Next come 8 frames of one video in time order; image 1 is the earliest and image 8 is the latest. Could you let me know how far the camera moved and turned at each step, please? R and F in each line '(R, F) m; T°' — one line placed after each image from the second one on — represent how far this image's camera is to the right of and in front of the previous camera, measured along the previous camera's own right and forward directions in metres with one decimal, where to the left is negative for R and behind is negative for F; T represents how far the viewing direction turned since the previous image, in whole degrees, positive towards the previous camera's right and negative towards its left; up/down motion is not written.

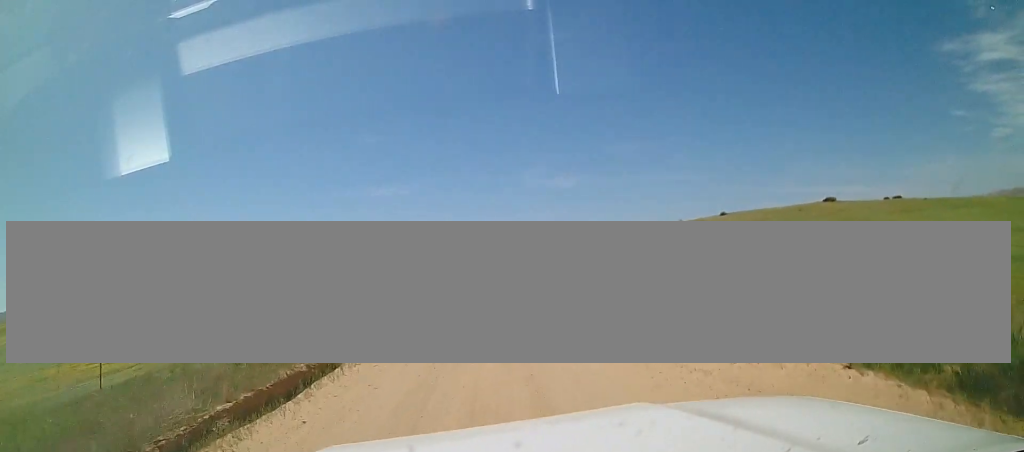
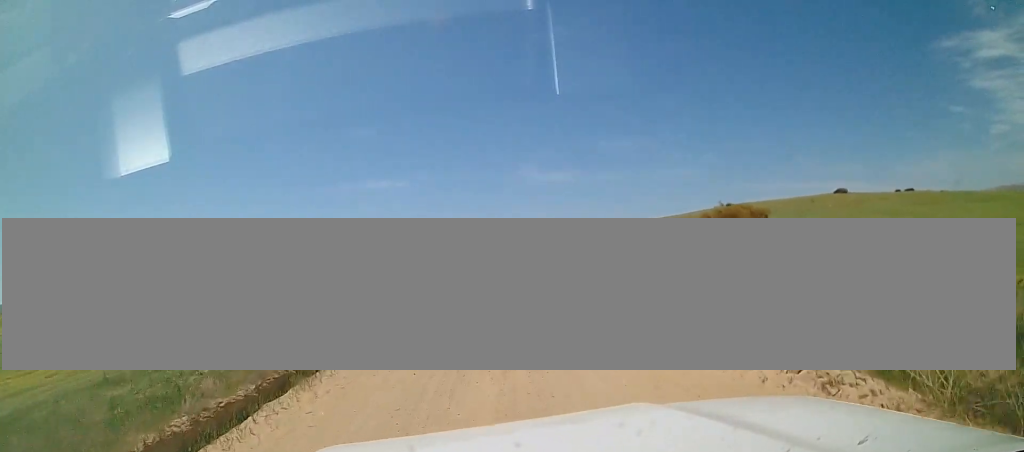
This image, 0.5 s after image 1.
(0.0, +4.1) m; 0°
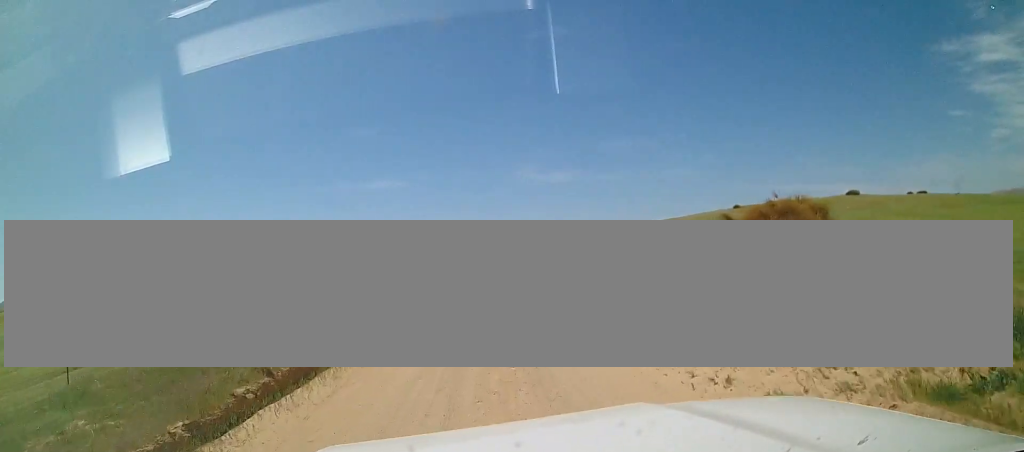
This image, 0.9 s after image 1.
(0.0, +3.5) m; 0°
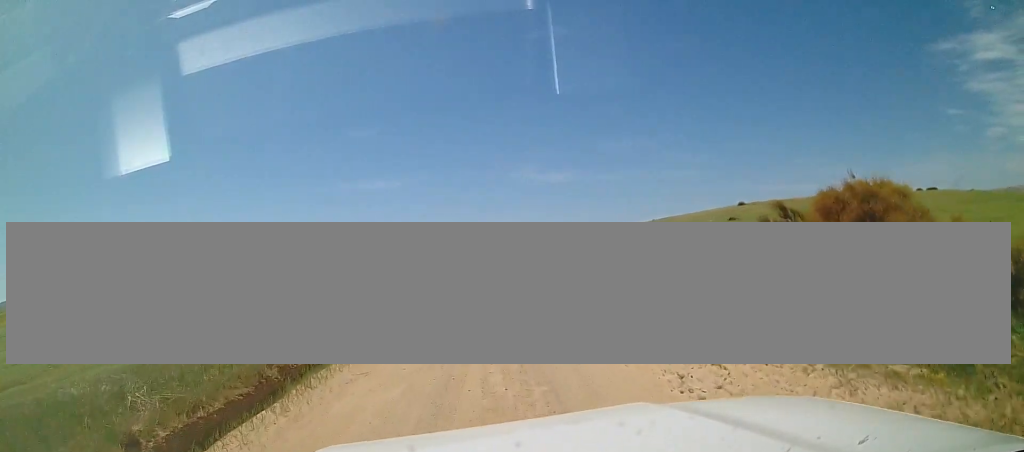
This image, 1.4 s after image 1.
(0.0, +3.4) m; +1°
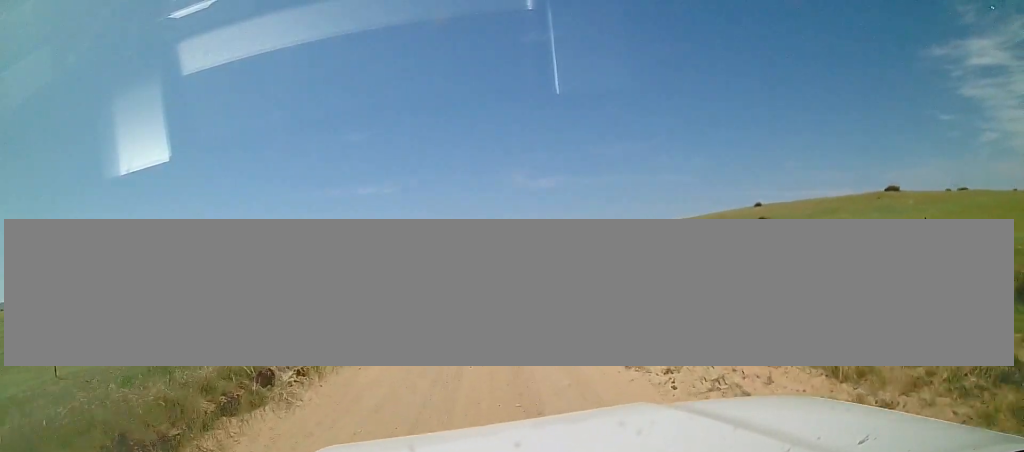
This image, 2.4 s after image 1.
(+0.2, +8.6) m; +2°
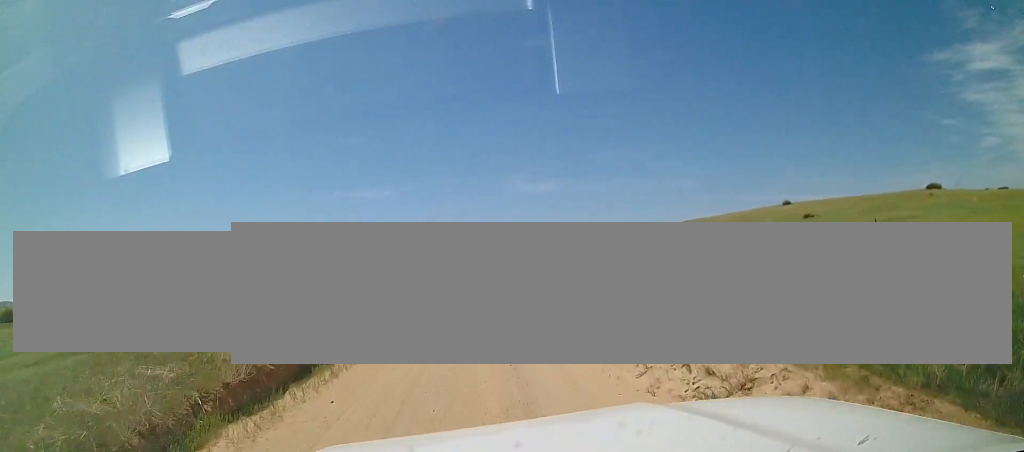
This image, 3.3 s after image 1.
(+0.1, +7.6) m; 0°
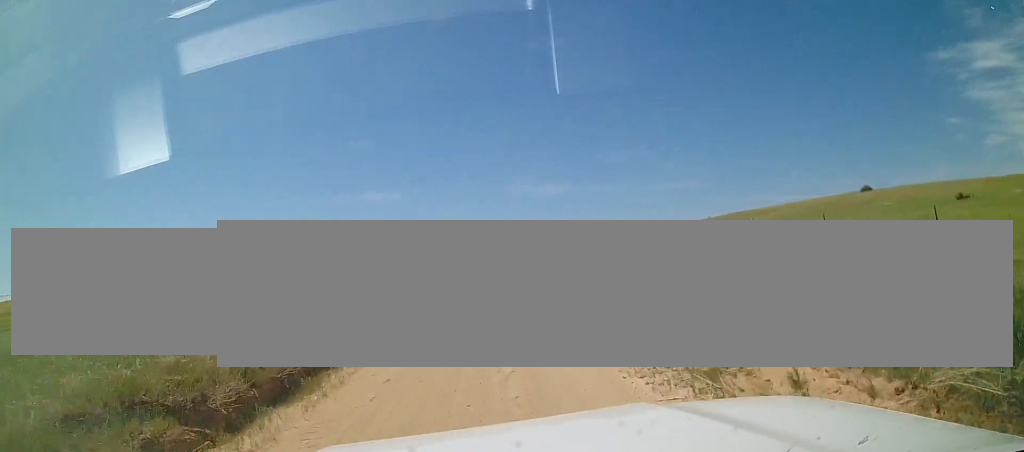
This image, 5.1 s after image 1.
(+0.3, +16.2) m; +3°
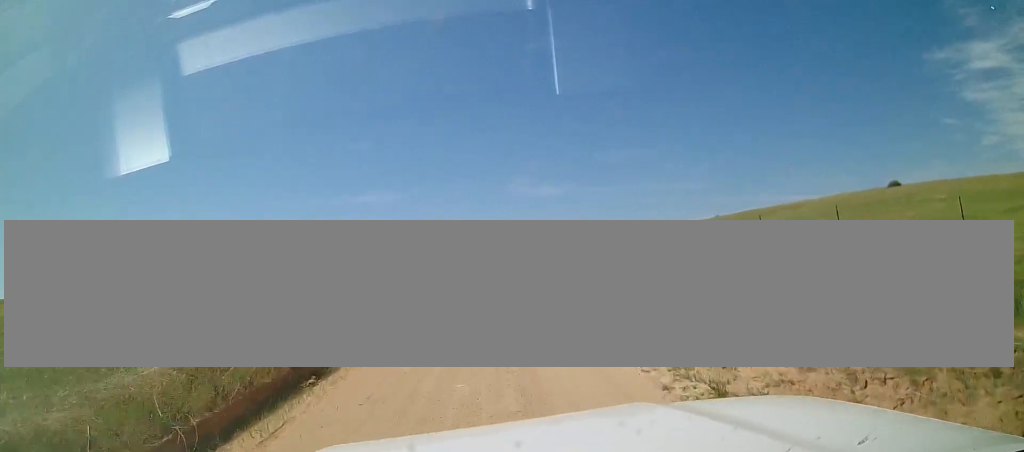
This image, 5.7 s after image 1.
(0.0, +5.8) m; -2°
